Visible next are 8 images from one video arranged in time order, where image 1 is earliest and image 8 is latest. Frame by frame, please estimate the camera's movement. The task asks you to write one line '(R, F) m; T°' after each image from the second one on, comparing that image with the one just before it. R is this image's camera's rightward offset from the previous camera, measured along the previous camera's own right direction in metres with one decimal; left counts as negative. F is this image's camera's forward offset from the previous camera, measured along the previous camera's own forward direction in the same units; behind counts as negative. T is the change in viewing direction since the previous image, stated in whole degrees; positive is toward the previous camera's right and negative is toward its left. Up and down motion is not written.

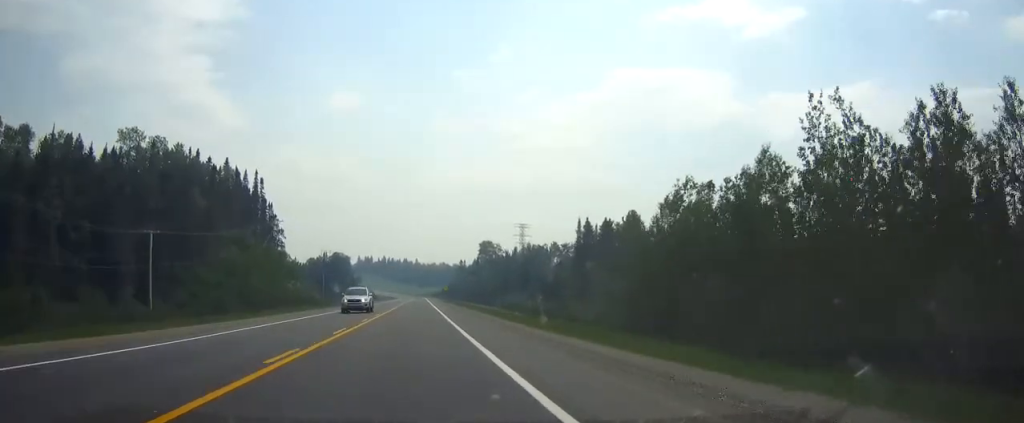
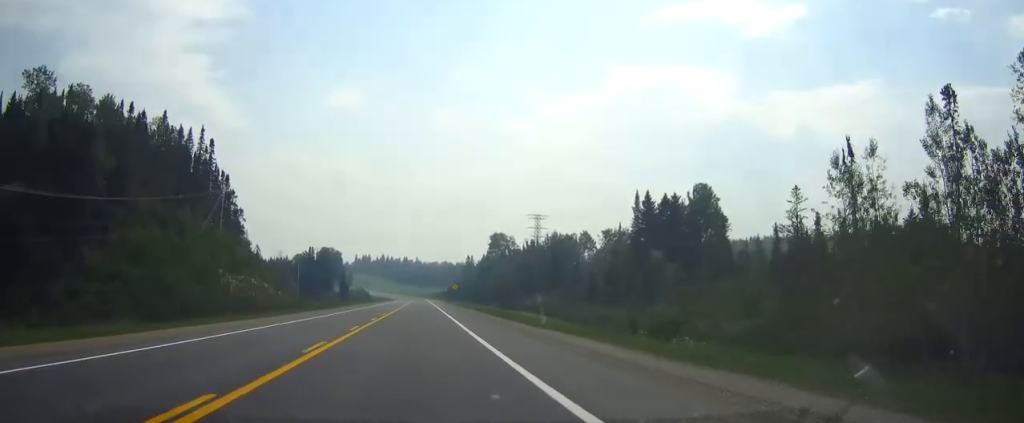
(0.0, +42.3) m; 0°
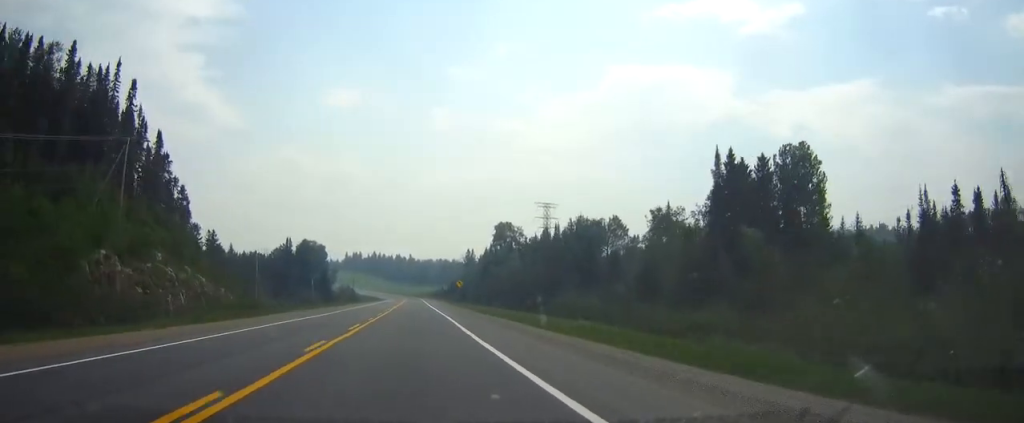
(-0.1, +35.5) m; 0°
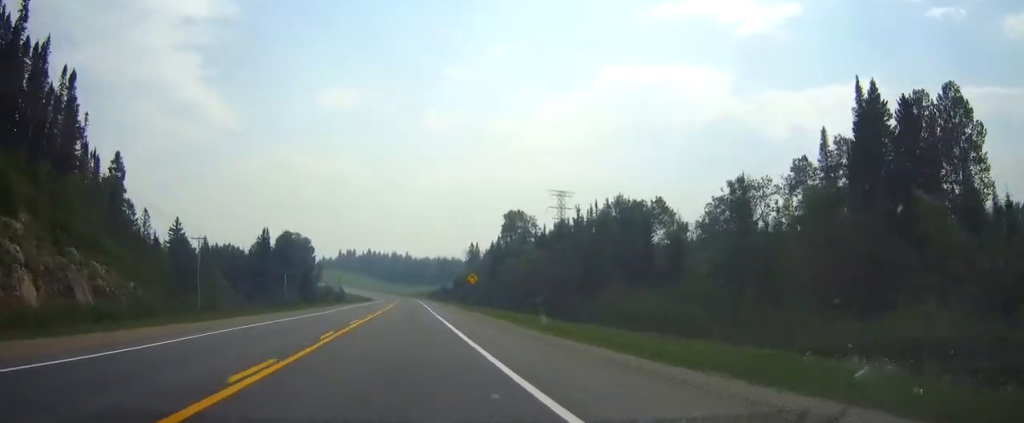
(+0.3, +31.5) m; +1°
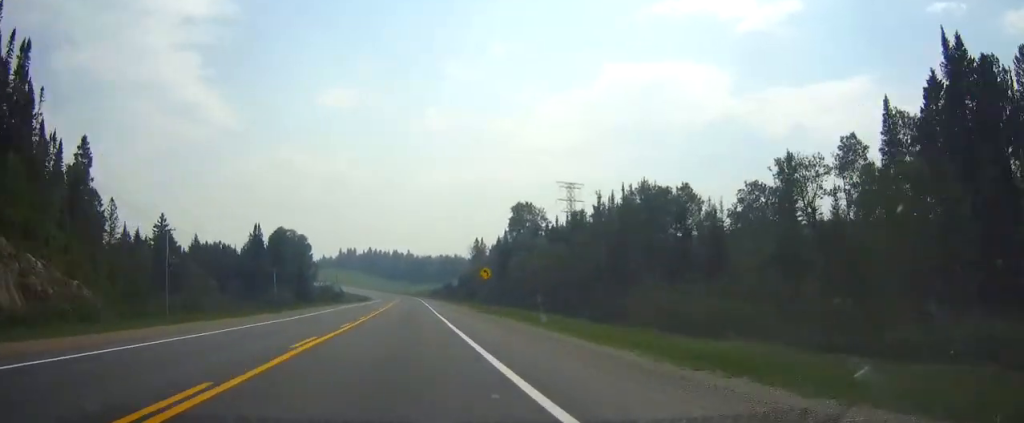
(0.0, +12.7) m; 0°
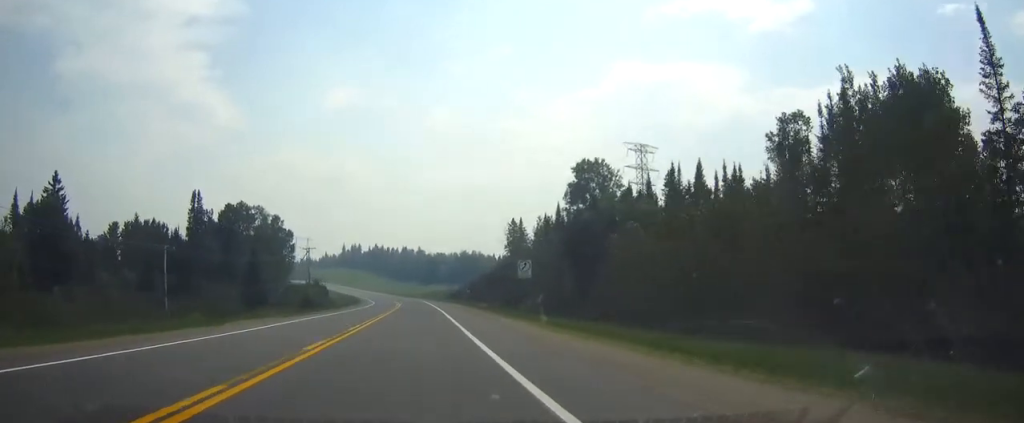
(-0.1, +61.7) m; 0°
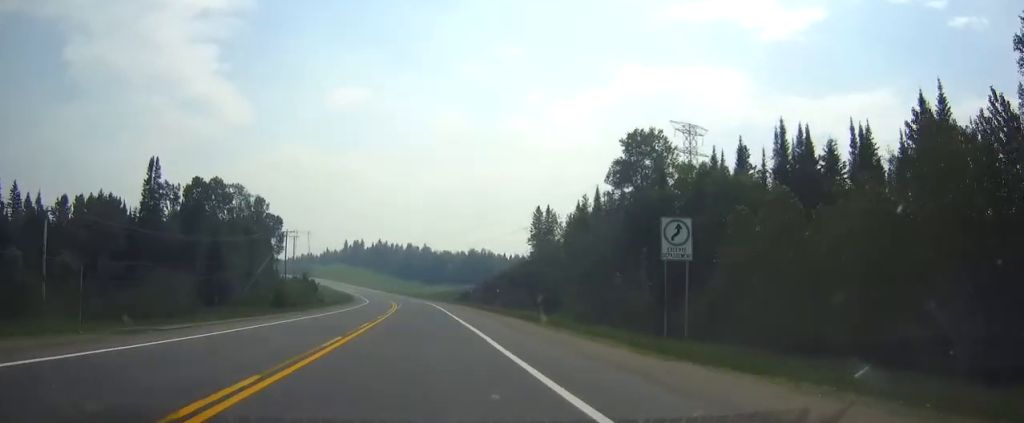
(0.0, +25.8) m; 0°
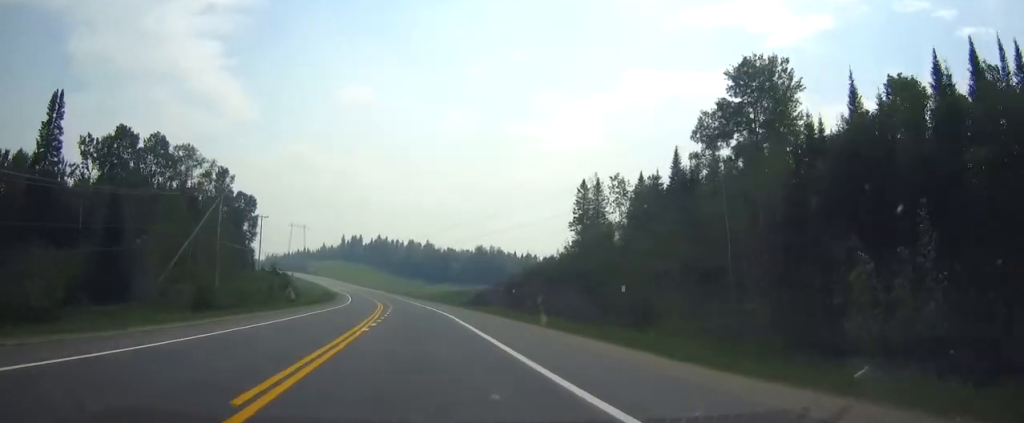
(-0.2, +34.6) m; -1°
